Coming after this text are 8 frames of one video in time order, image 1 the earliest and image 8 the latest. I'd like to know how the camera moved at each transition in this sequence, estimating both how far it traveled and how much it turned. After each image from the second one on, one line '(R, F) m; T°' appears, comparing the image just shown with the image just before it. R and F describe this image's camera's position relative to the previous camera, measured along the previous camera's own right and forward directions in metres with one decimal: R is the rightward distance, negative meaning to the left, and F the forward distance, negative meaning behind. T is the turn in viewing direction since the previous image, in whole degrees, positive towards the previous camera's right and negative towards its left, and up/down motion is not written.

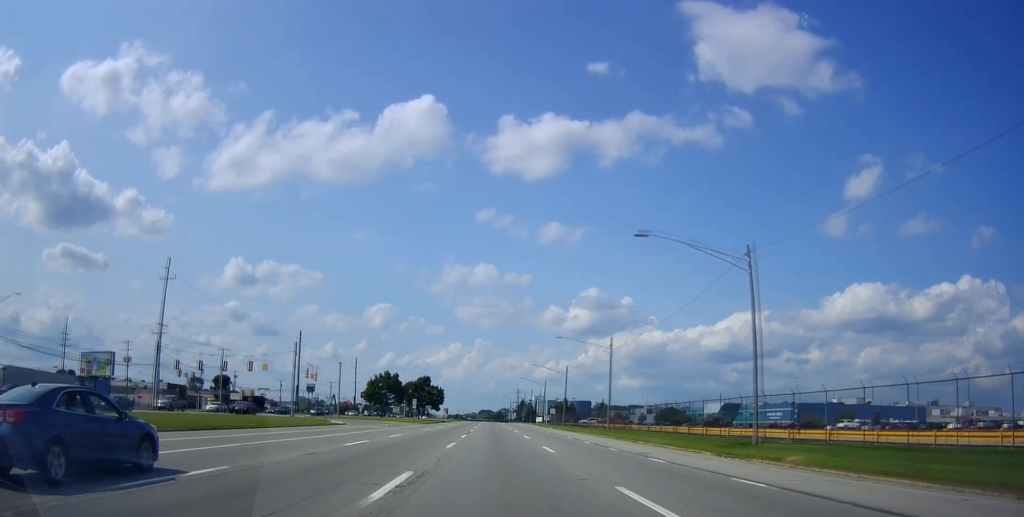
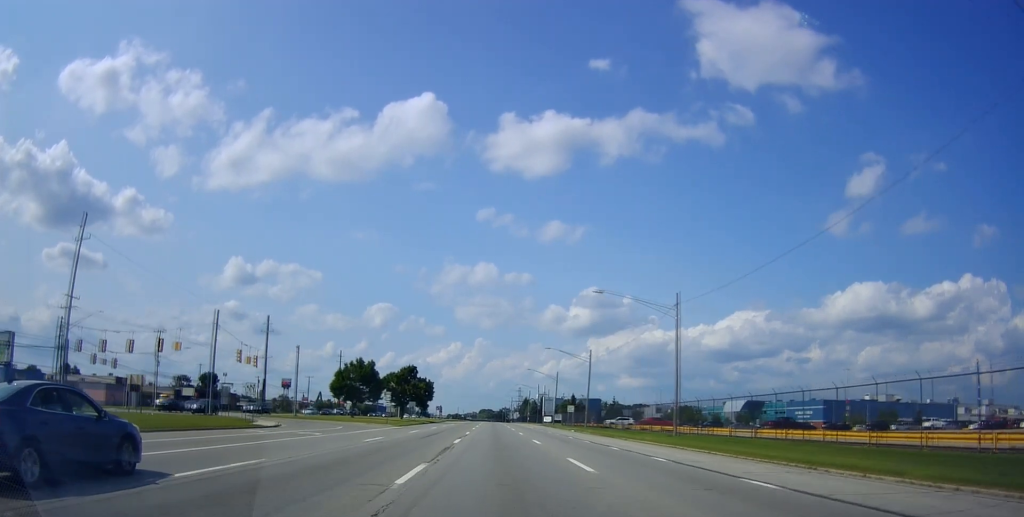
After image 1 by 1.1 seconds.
(-0.5, +23.5) m; -1°
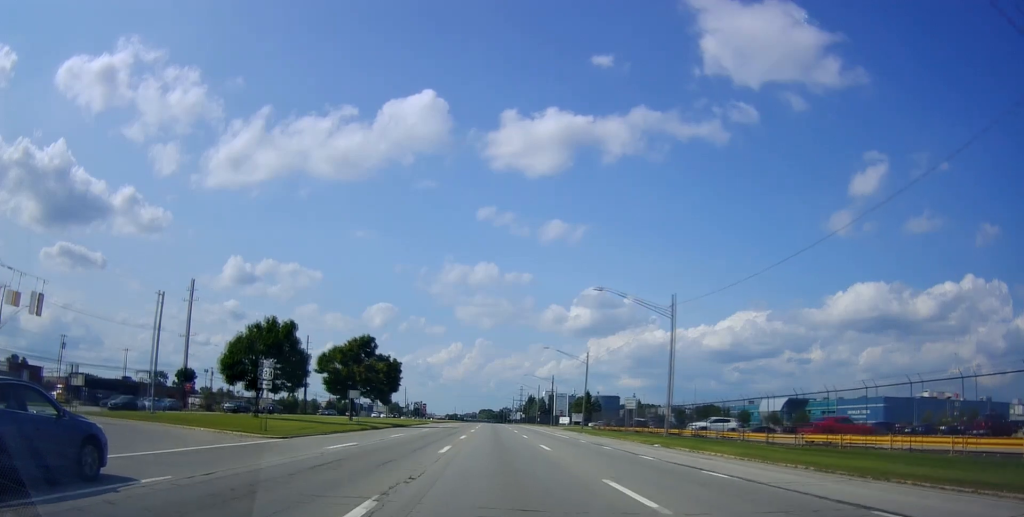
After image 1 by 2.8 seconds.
(+0.4, +36.3) m; +1°
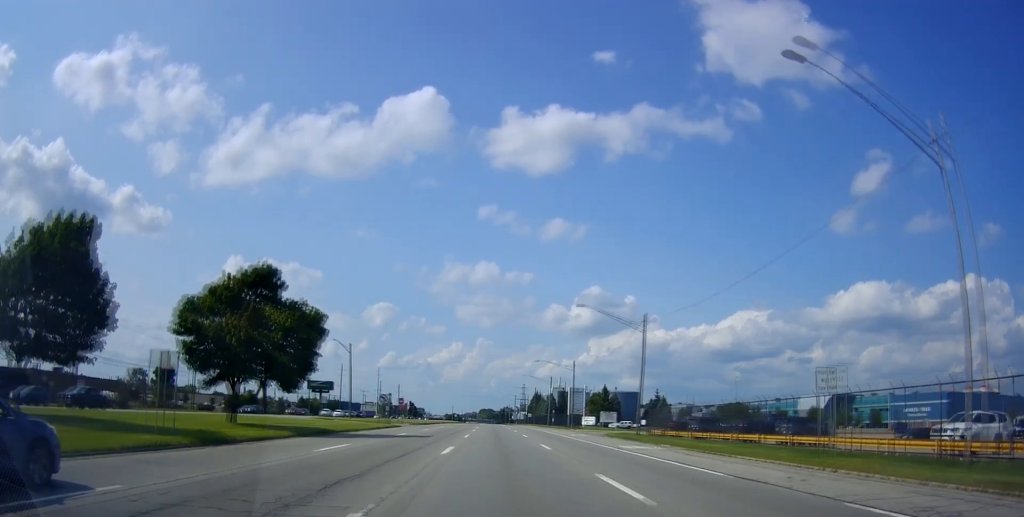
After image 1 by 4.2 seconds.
(+0.3, +29.9) m; +1°
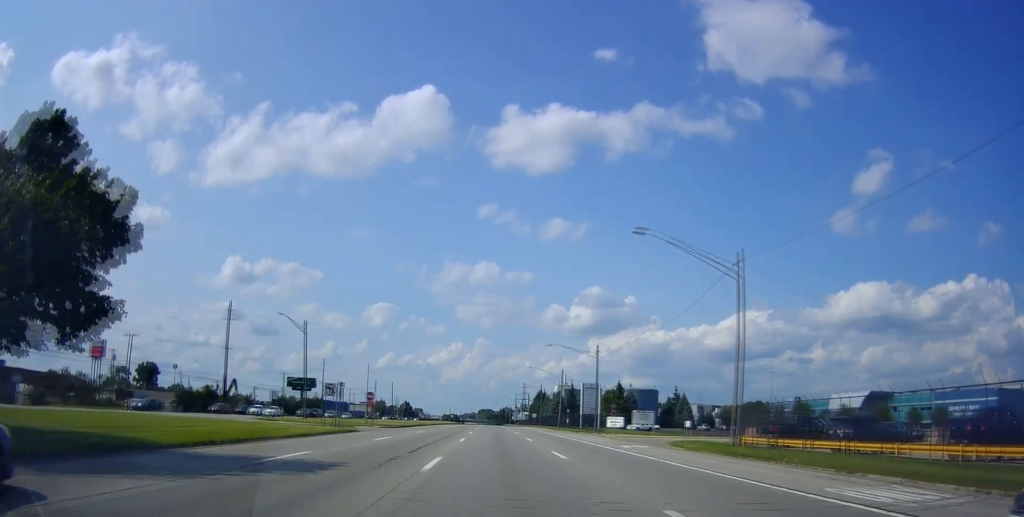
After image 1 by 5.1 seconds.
(-0.2, +20.8) m; 0°
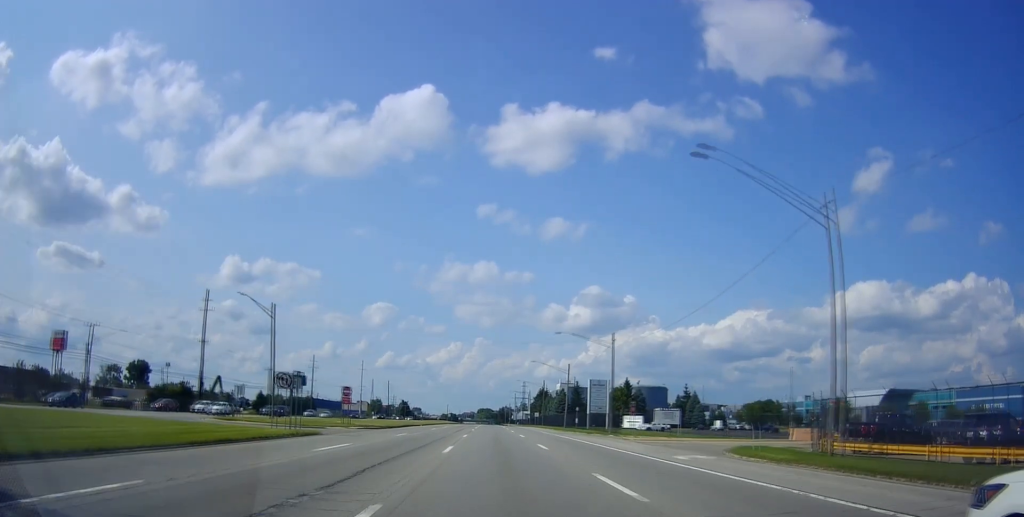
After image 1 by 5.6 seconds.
(-0.3, +9.7) m; 0°
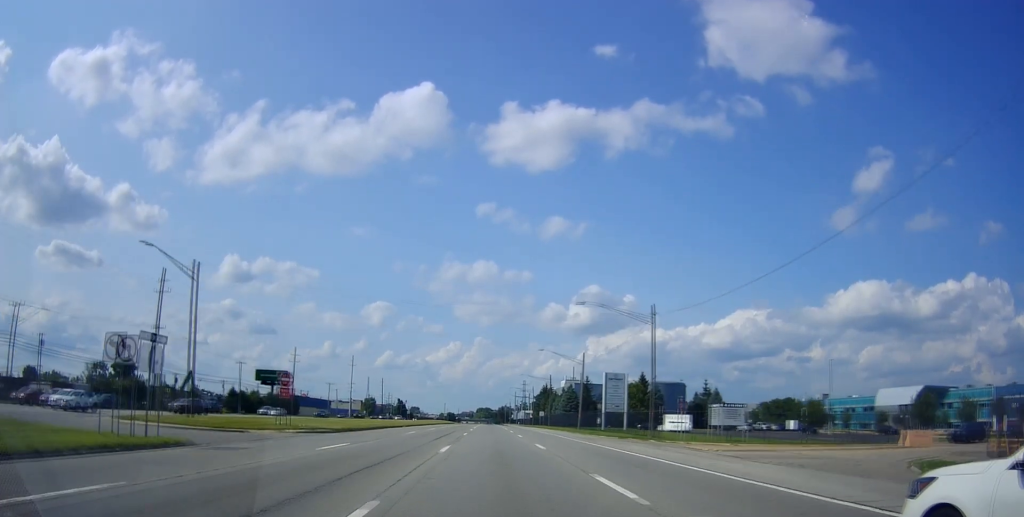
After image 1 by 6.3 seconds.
(+0.6, +15.9) m; 0°
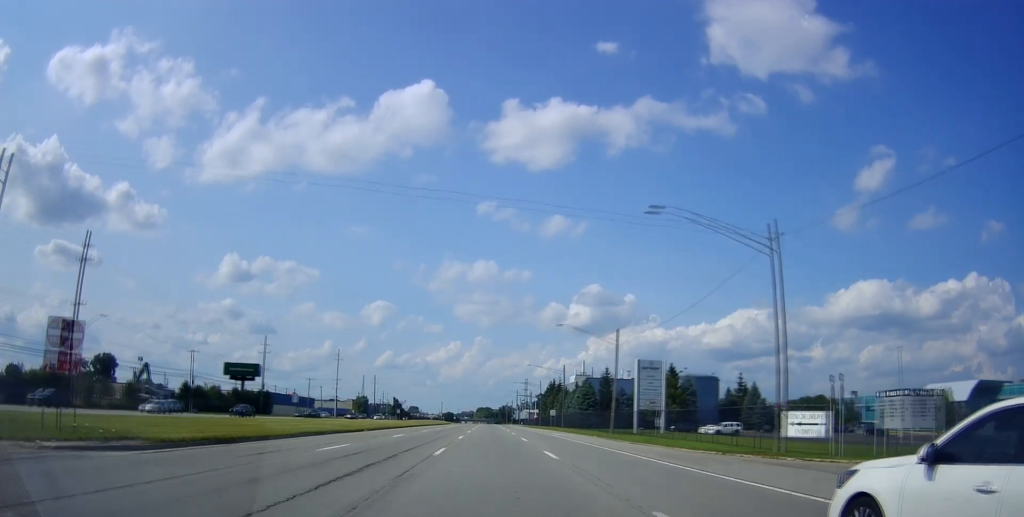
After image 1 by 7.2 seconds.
(-0.3, +21.2) m; -1°
